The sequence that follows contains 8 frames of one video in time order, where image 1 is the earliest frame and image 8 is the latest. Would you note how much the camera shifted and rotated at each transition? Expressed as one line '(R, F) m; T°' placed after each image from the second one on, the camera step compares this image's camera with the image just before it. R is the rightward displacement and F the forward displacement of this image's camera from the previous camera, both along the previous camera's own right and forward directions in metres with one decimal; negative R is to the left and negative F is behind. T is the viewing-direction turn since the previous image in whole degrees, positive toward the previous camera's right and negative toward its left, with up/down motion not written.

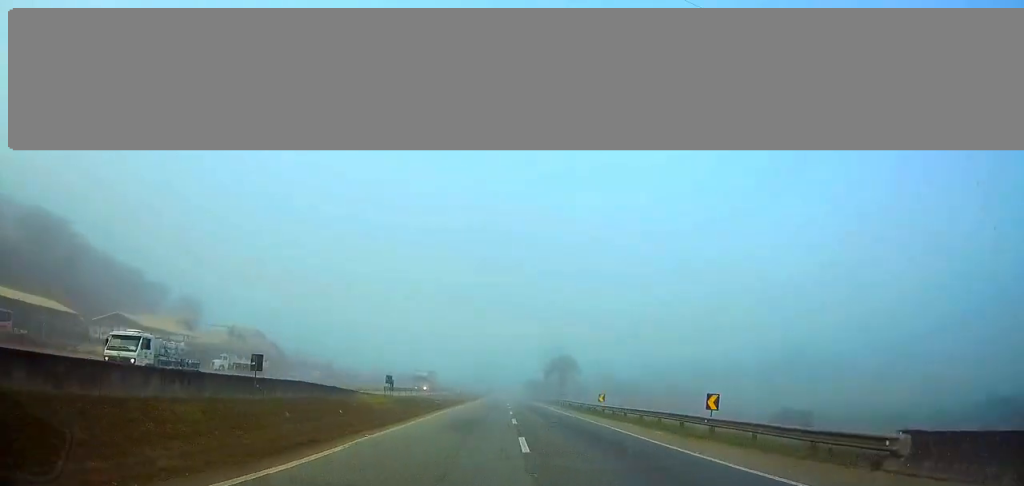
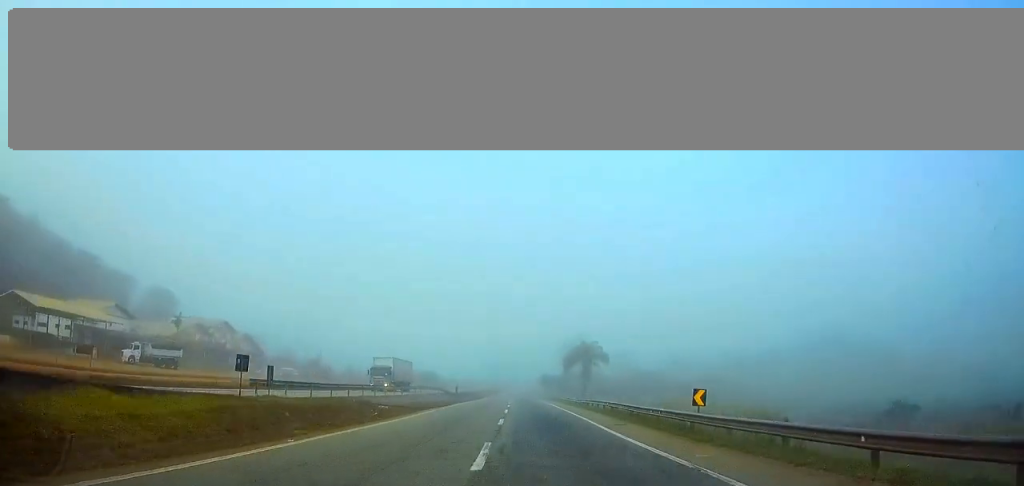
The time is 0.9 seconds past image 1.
(-0.3, +28.9) m; -1°
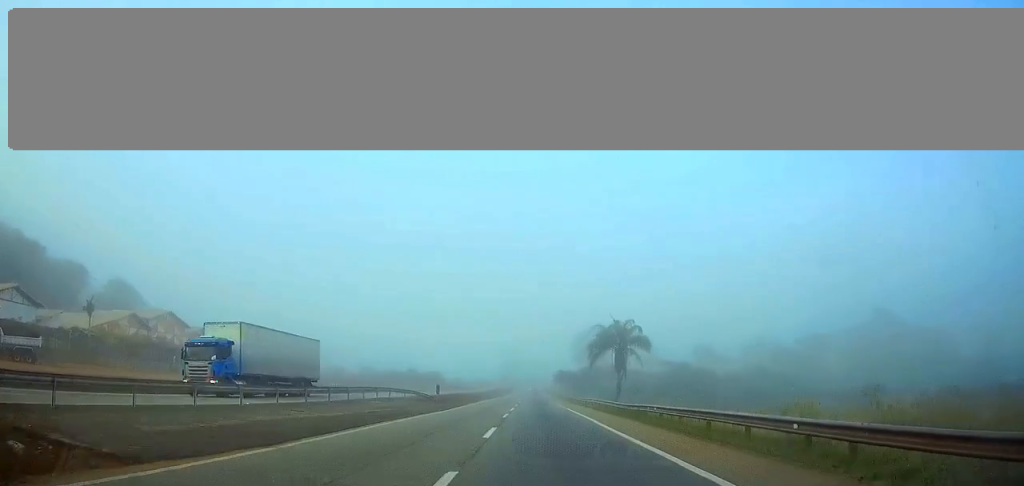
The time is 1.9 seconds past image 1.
(-0.3, +30.0) m; -1°
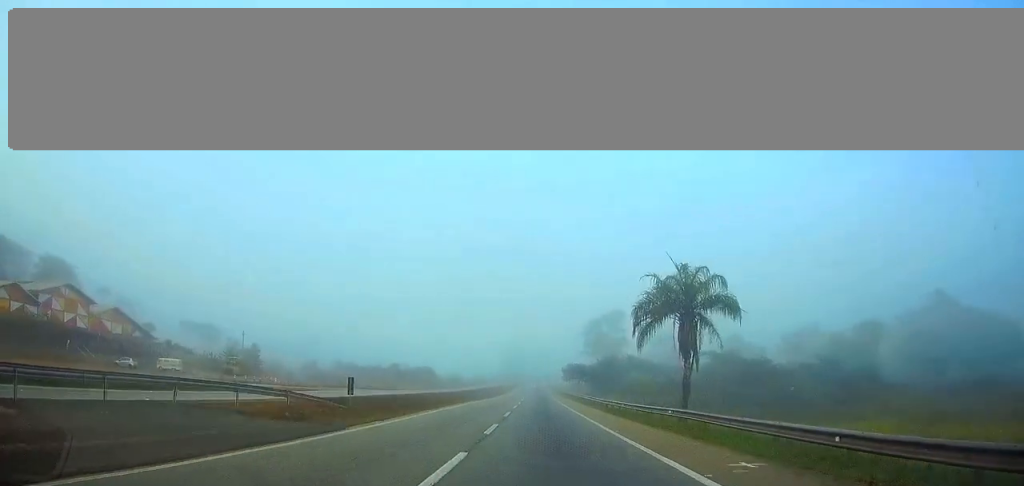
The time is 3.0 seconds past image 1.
(-0.2, +34.0) m; 0°
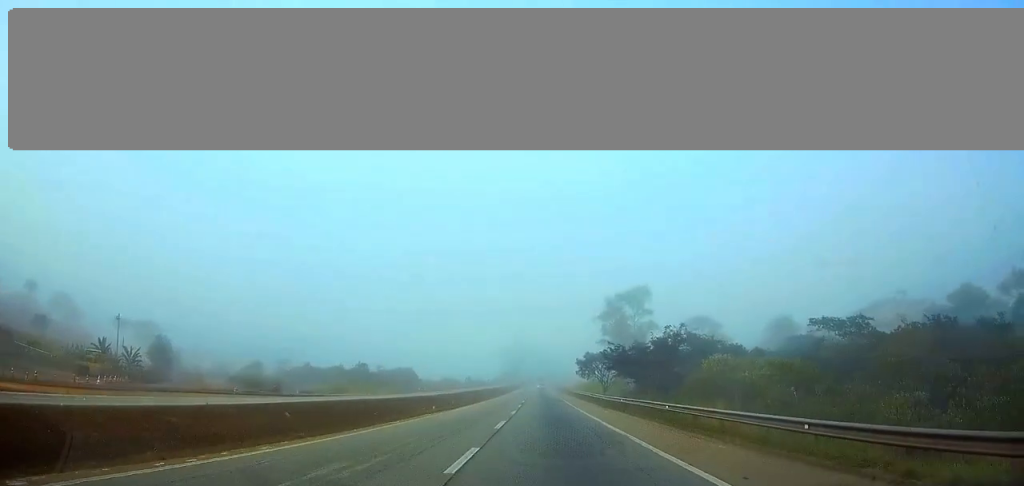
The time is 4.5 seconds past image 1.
(0.0, +45.6) m; 0°
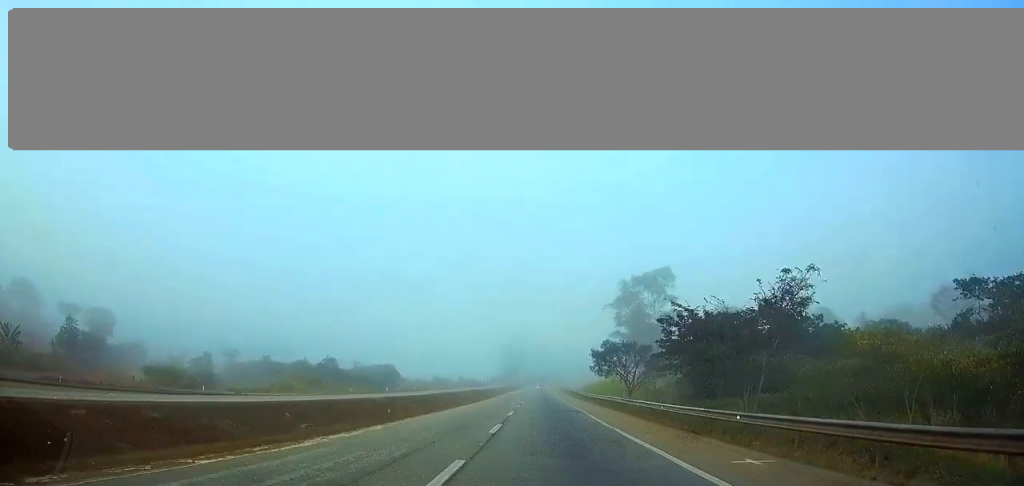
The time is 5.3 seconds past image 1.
(0.0, +27.1) m; 0°
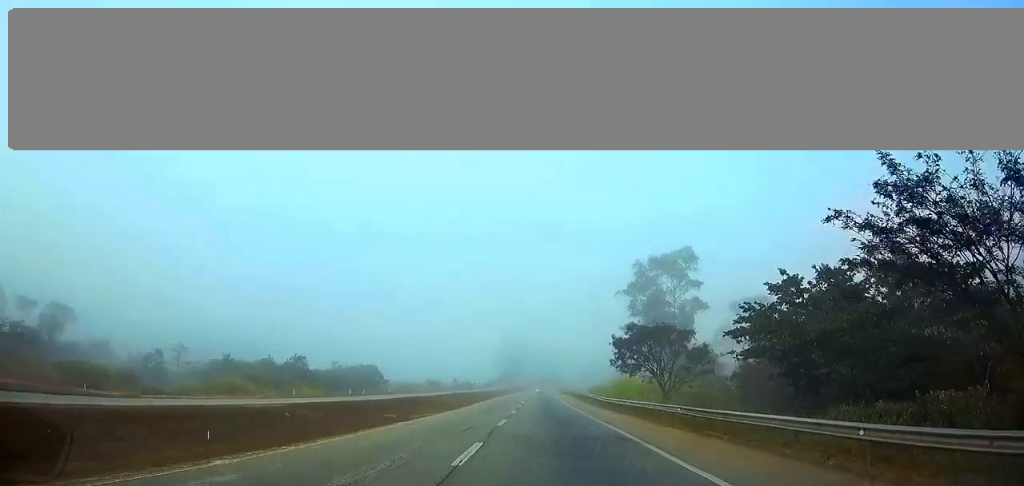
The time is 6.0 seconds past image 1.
(0.0, +19.9) m; 0°
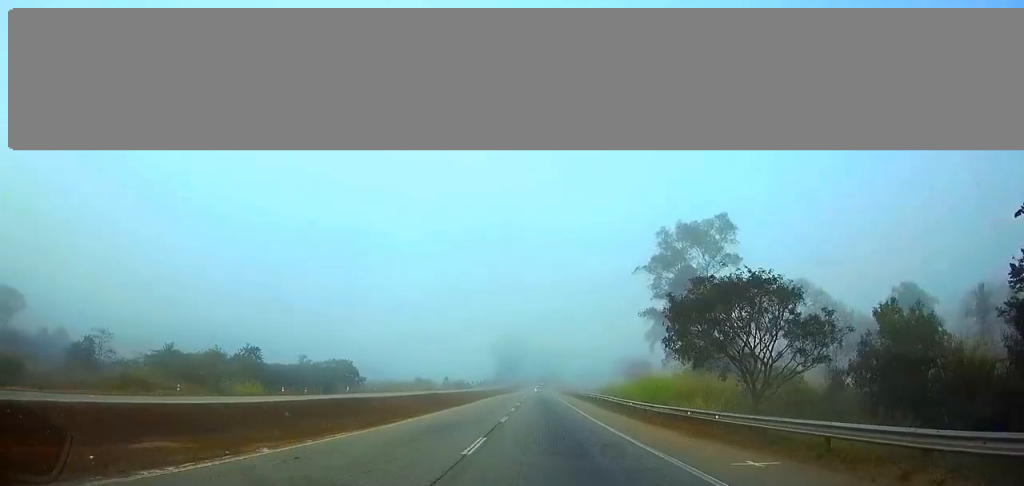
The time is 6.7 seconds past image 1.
(0.0, +22.0) m; 0°
